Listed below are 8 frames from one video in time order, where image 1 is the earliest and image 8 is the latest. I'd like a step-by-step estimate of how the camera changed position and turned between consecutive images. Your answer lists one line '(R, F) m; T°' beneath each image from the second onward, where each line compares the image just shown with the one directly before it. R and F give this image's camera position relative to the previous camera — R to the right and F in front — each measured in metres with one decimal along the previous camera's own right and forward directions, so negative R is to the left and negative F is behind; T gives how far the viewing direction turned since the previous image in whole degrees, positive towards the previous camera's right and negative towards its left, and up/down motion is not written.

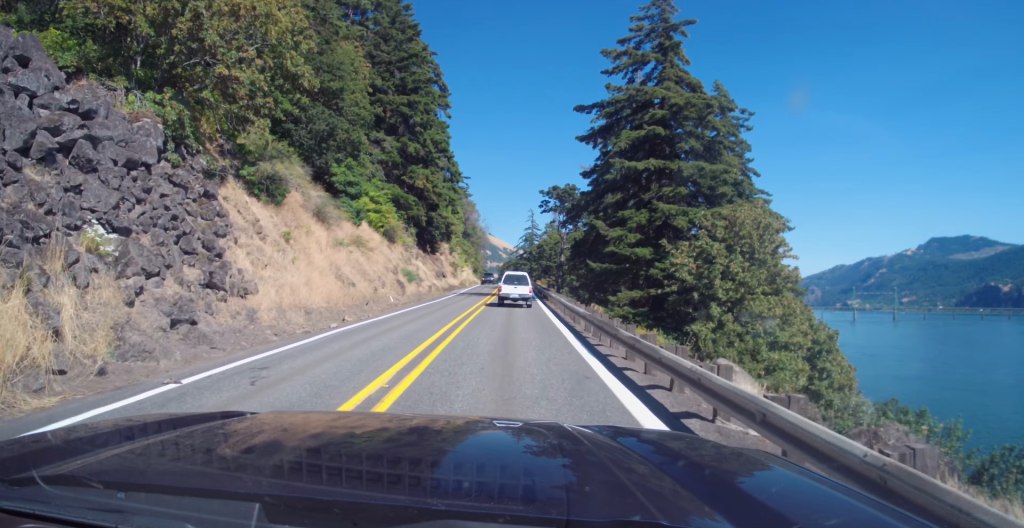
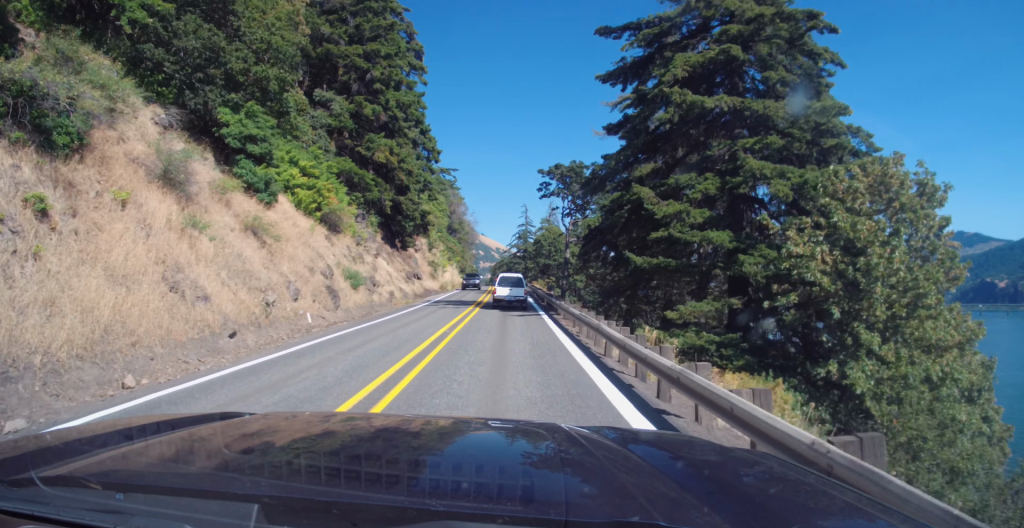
(0.0, +14.7) m; -1°
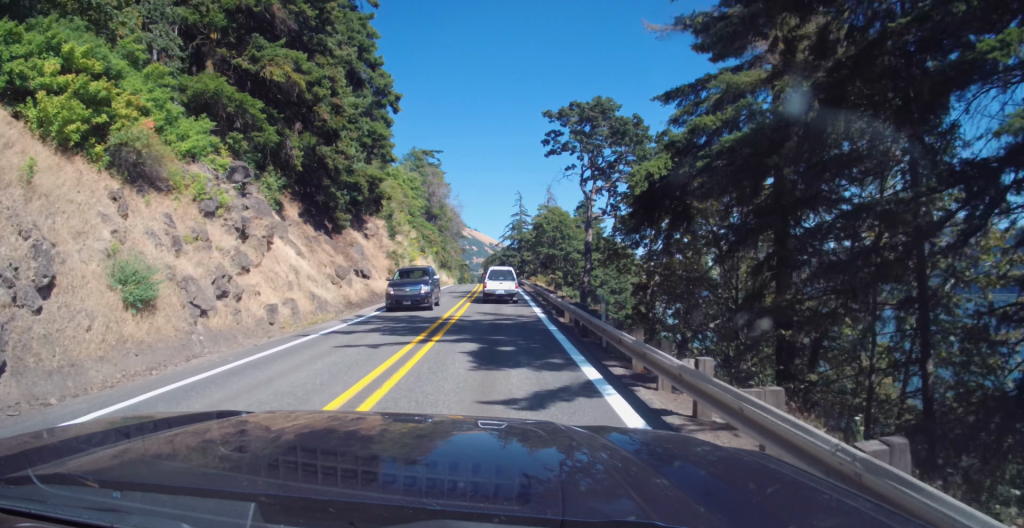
(-0.4, +19.3) m; 0°
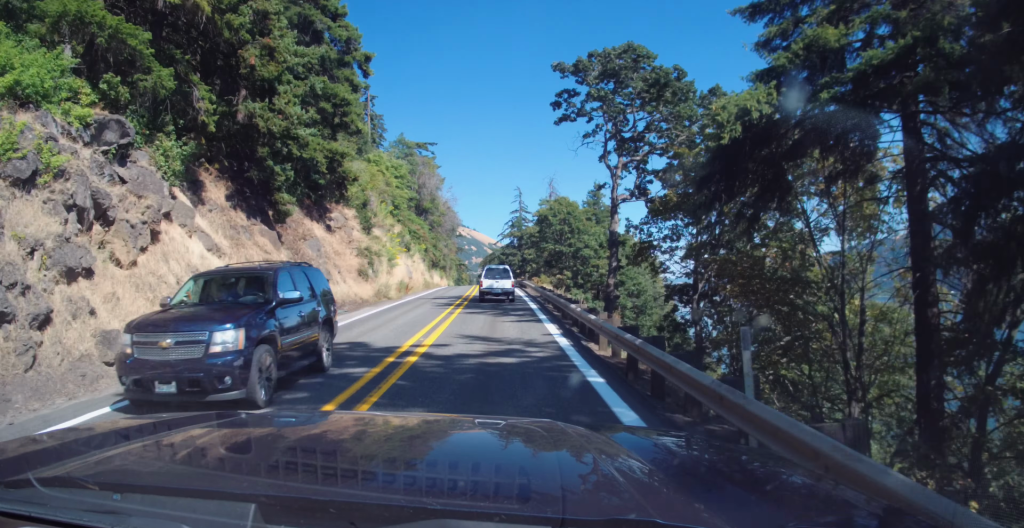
(+0.1, +9.0) m; 0°
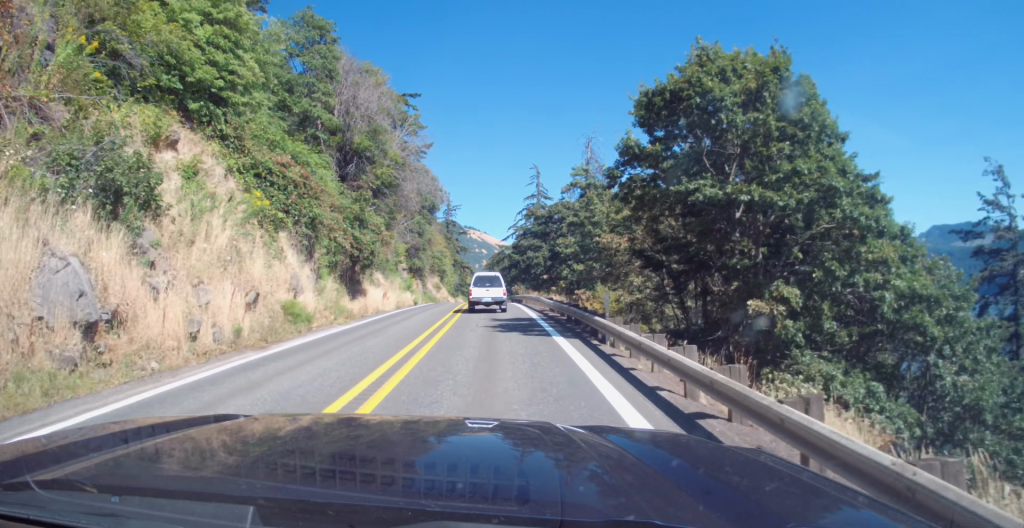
(+0.4, +40.8) m; -1°
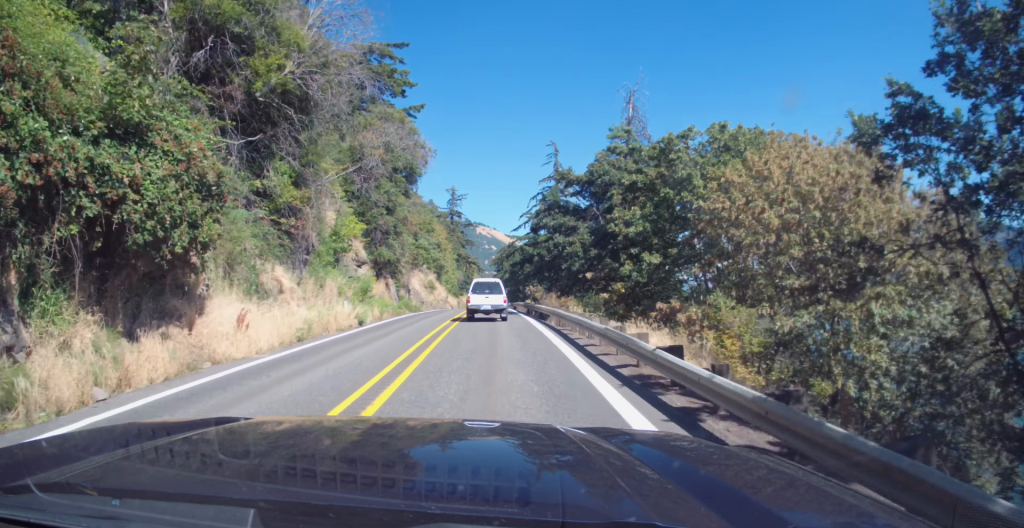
(-0.4, +20.0) m; 0°
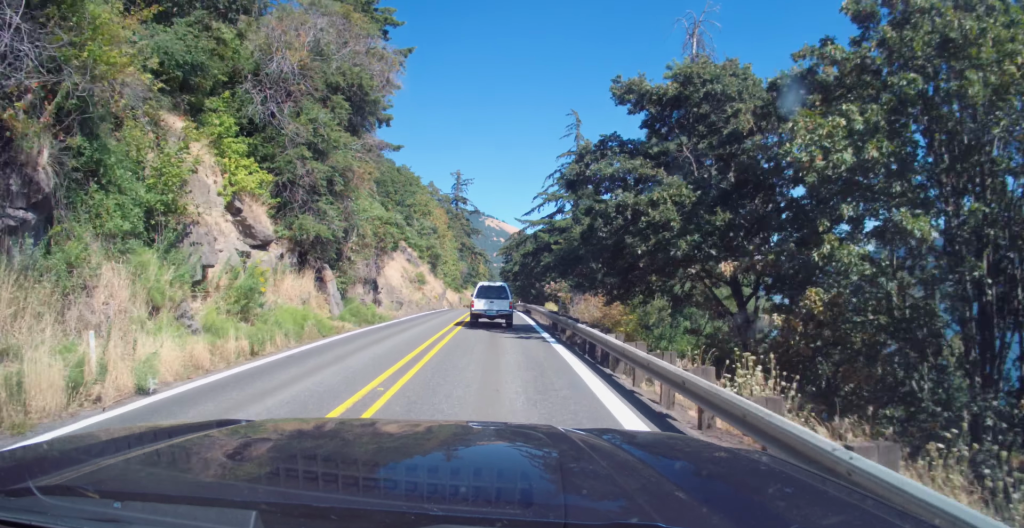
(+0.2, +16.9) m; 0°
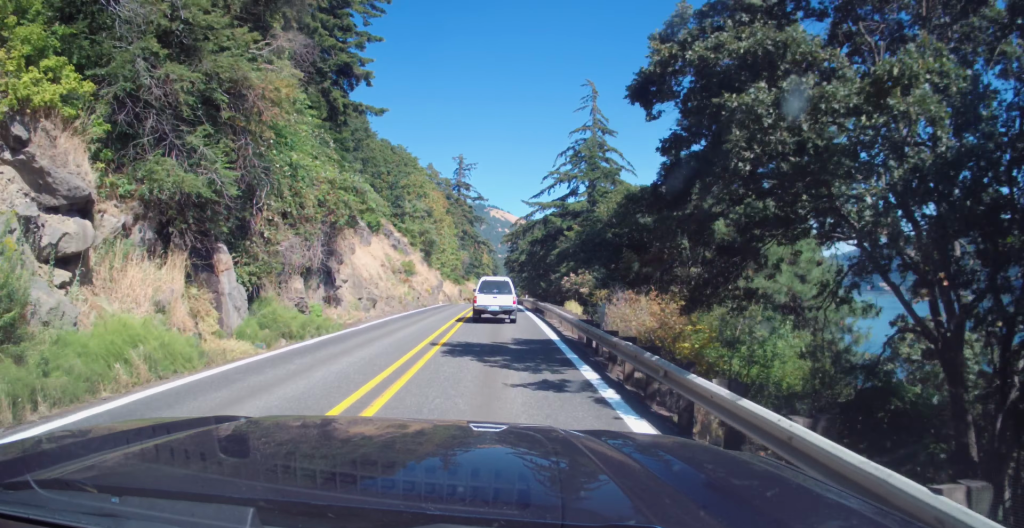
(+0.5, +10.6) m; -1°
